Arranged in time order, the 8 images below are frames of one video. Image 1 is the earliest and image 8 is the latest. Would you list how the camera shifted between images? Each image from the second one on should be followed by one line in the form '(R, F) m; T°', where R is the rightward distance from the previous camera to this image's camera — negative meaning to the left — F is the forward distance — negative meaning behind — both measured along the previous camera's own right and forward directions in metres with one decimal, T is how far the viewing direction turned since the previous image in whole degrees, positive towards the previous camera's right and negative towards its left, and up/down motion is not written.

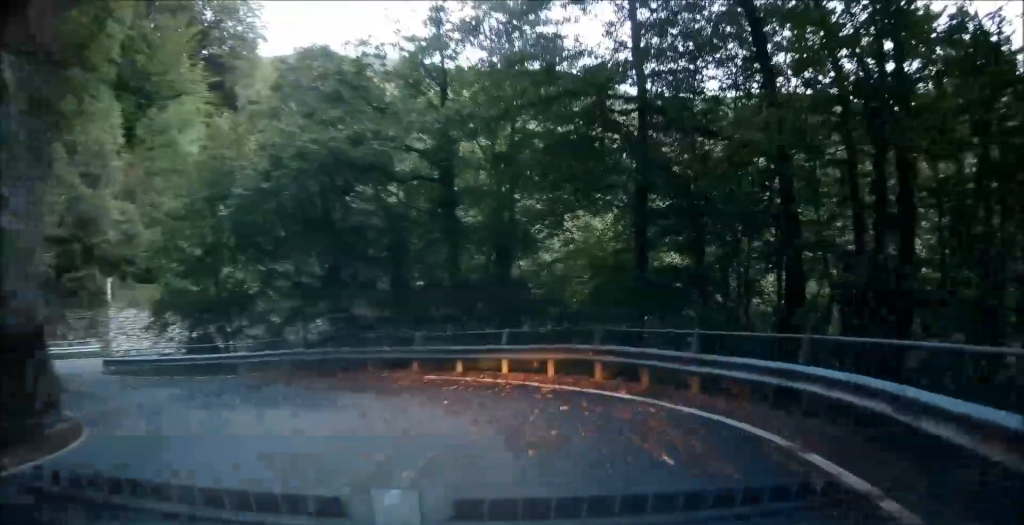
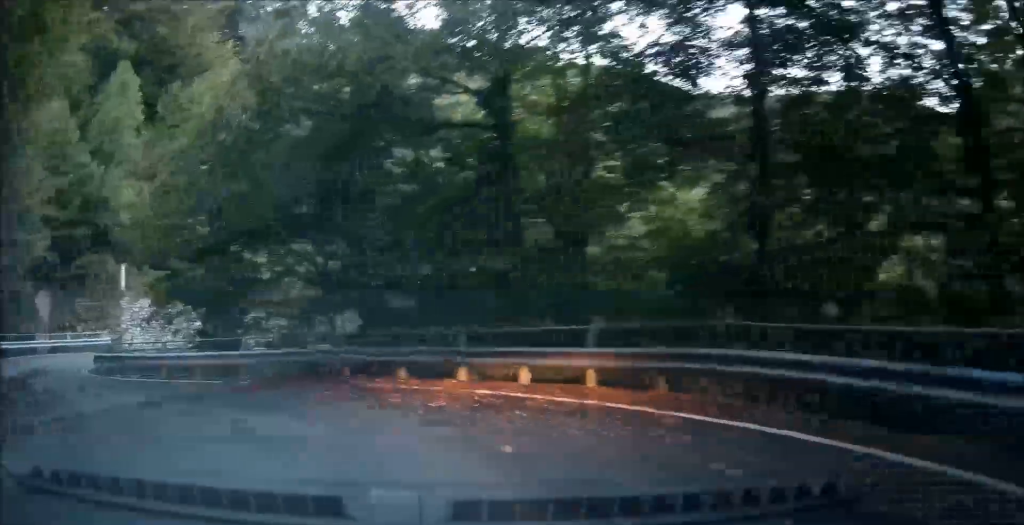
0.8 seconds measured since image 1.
(+0.2, +3.9) m; -1°
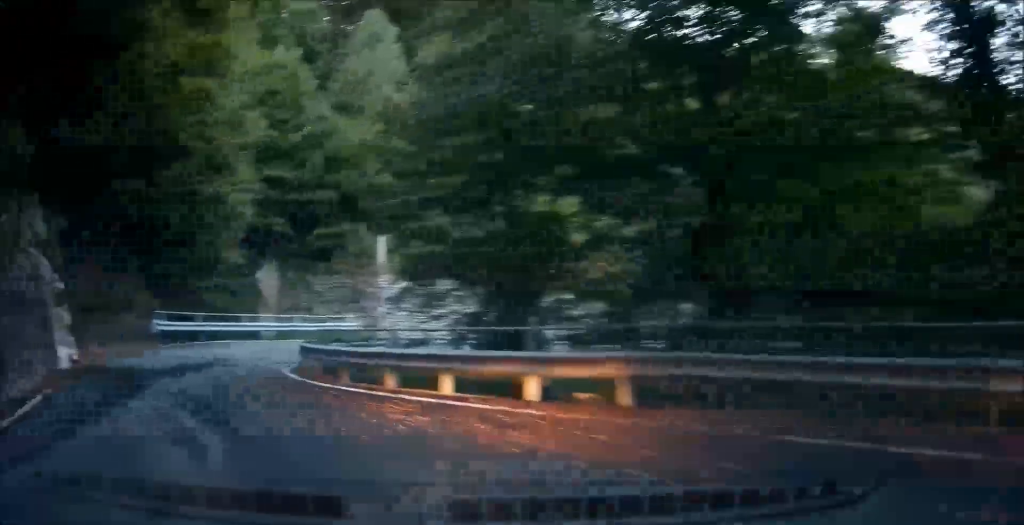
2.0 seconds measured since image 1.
(-0.4, +7.1) m; -9°
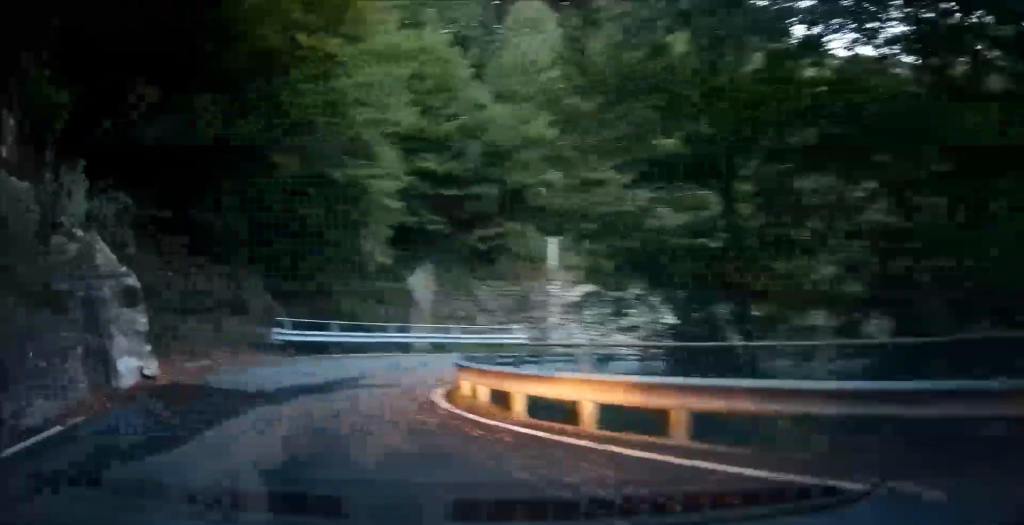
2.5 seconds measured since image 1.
(-0.4, +4.2) m; +8°
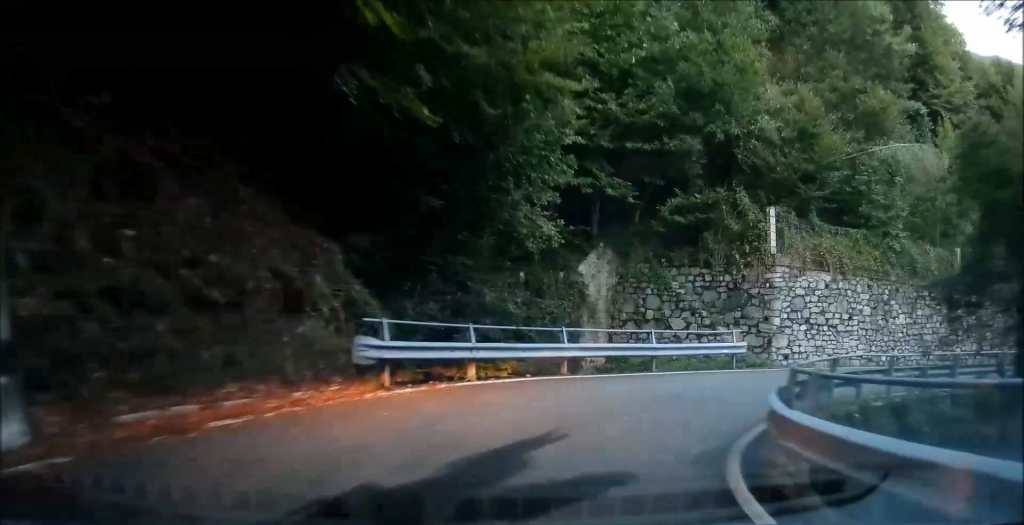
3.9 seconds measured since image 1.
(+2.3, +8.9) m; +39°
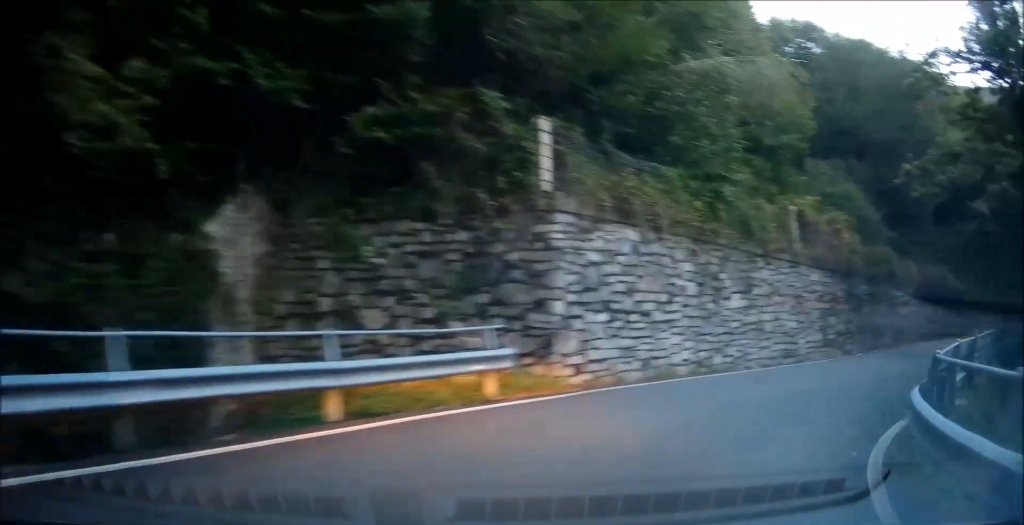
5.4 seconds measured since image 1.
(+3.5, +14.1) m; +16°
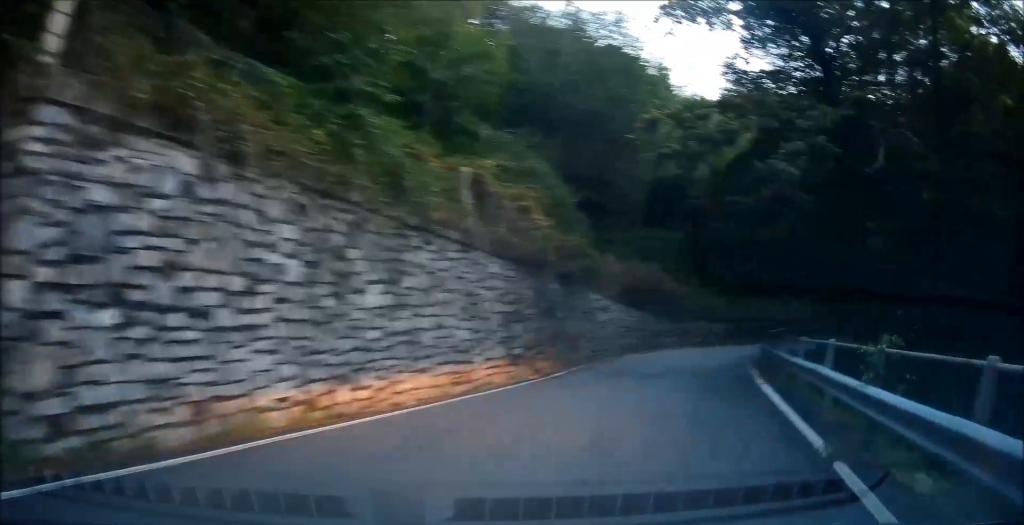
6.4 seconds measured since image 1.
(+0.1, +10.7) m; +1°
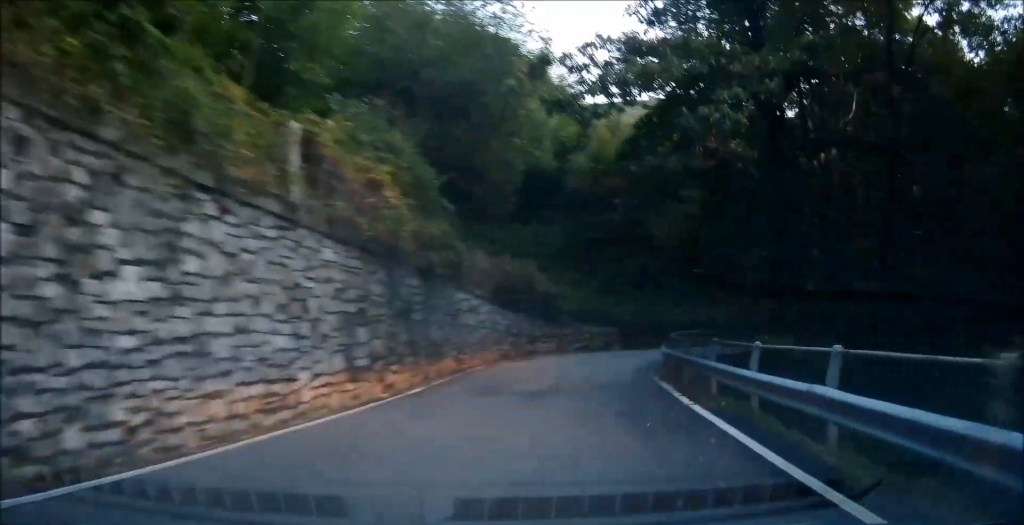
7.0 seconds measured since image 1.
(-0.2, +5.6) m; 0°
